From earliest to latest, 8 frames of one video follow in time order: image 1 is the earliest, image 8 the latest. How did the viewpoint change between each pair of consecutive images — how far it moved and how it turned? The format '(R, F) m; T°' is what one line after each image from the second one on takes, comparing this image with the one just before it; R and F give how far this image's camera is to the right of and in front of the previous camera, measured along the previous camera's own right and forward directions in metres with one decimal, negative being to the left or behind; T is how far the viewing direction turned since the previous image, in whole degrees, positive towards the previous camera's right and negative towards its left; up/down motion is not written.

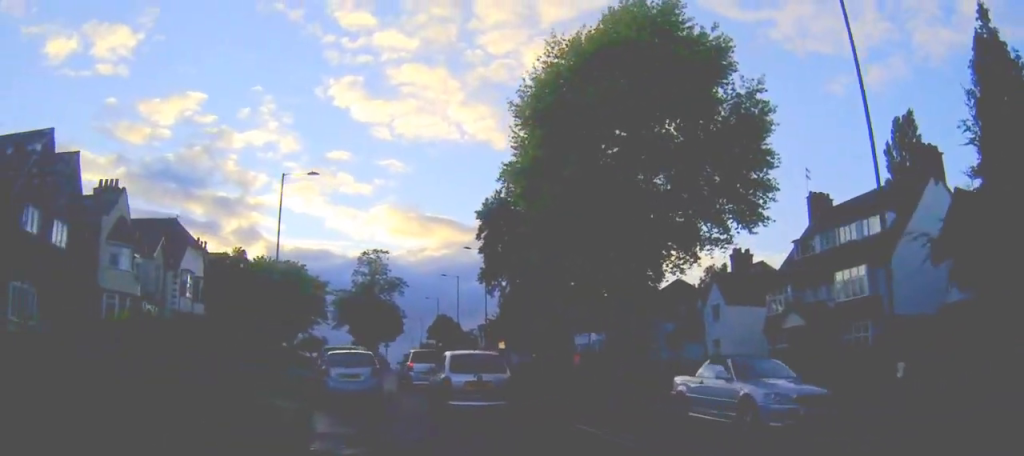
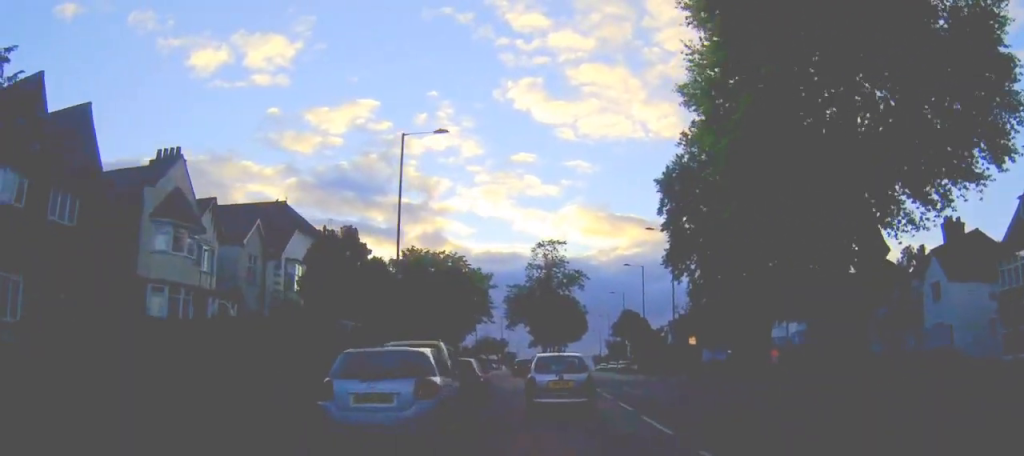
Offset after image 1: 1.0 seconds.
(-1.1, +9.8) m; -12°
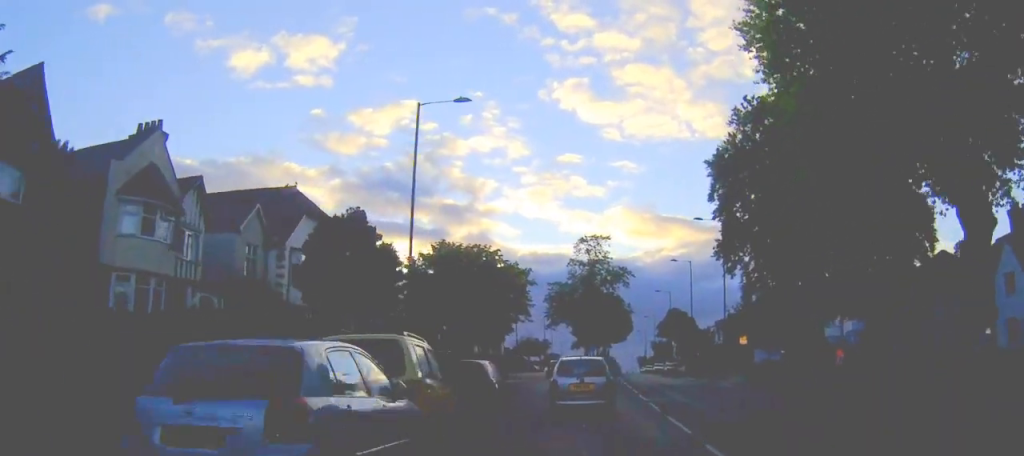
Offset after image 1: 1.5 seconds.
(-0.2, +4.9) m; -4°
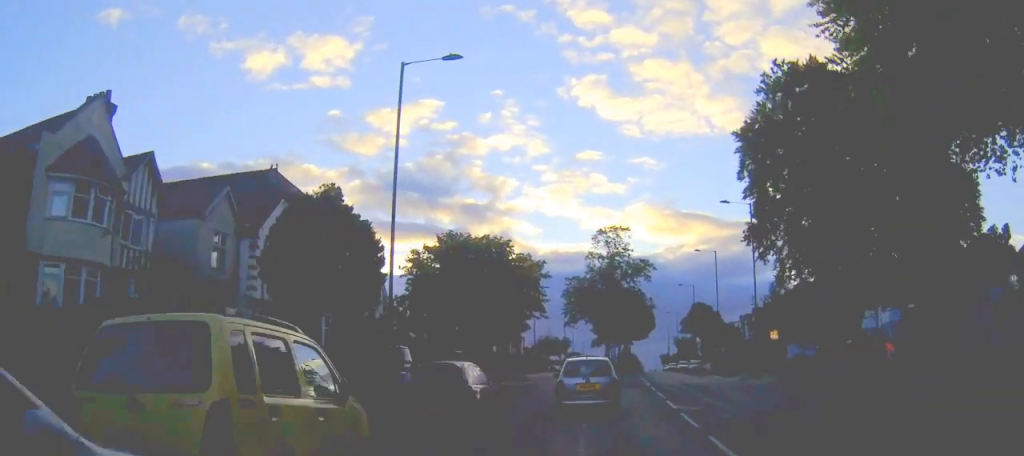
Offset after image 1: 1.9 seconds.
(-0.3, +4.8) m; -2°
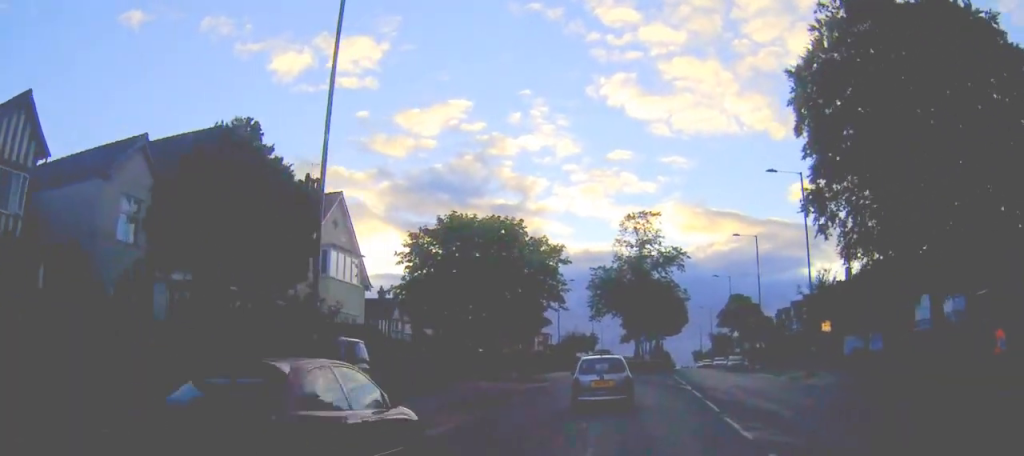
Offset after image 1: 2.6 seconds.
(-0.3, +8.1) m; -2°
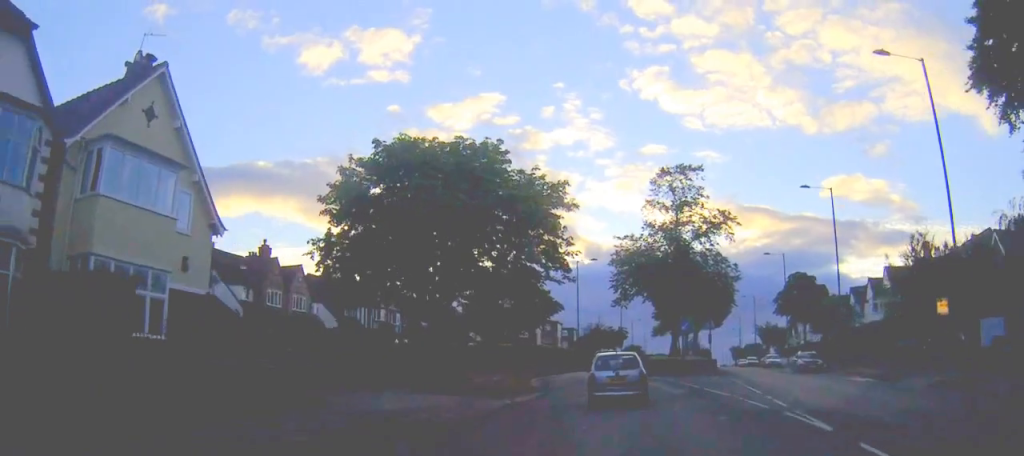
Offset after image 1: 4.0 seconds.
(0.0, +17.4) m; 0°
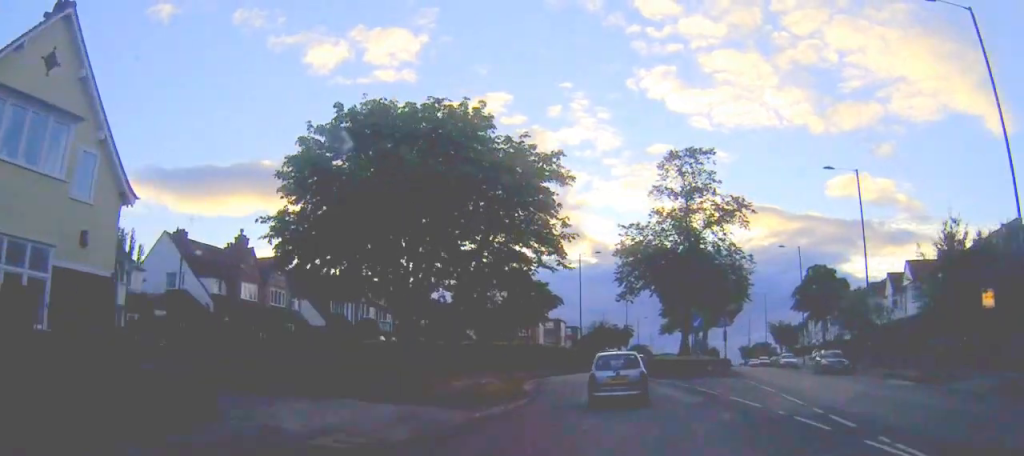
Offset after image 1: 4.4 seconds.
(0.0, +5.2) m; 0°
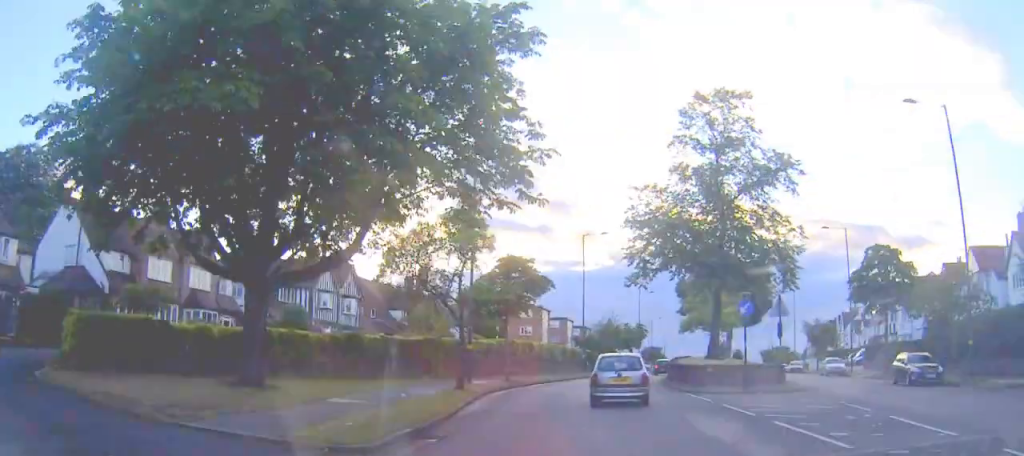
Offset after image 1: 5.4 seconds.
(0.0, +13.0) m; 0°
